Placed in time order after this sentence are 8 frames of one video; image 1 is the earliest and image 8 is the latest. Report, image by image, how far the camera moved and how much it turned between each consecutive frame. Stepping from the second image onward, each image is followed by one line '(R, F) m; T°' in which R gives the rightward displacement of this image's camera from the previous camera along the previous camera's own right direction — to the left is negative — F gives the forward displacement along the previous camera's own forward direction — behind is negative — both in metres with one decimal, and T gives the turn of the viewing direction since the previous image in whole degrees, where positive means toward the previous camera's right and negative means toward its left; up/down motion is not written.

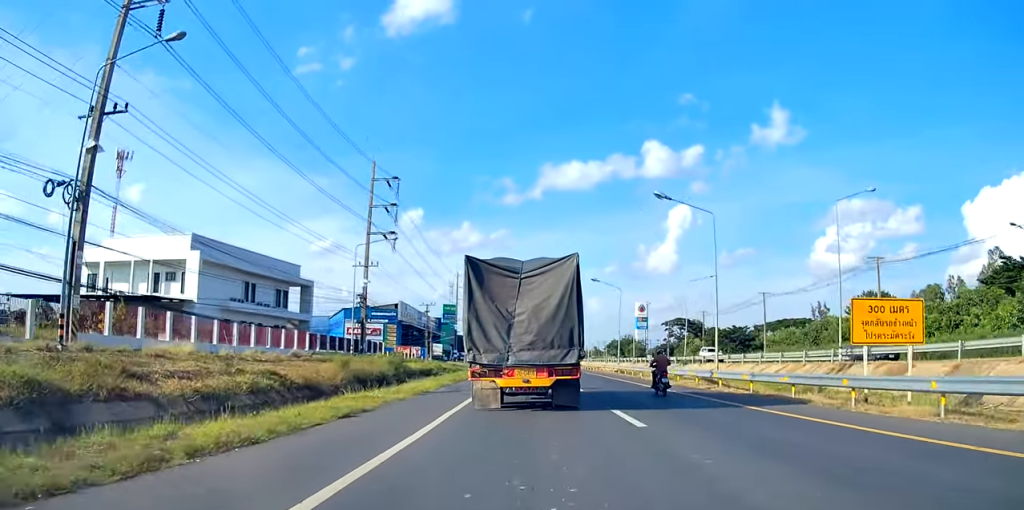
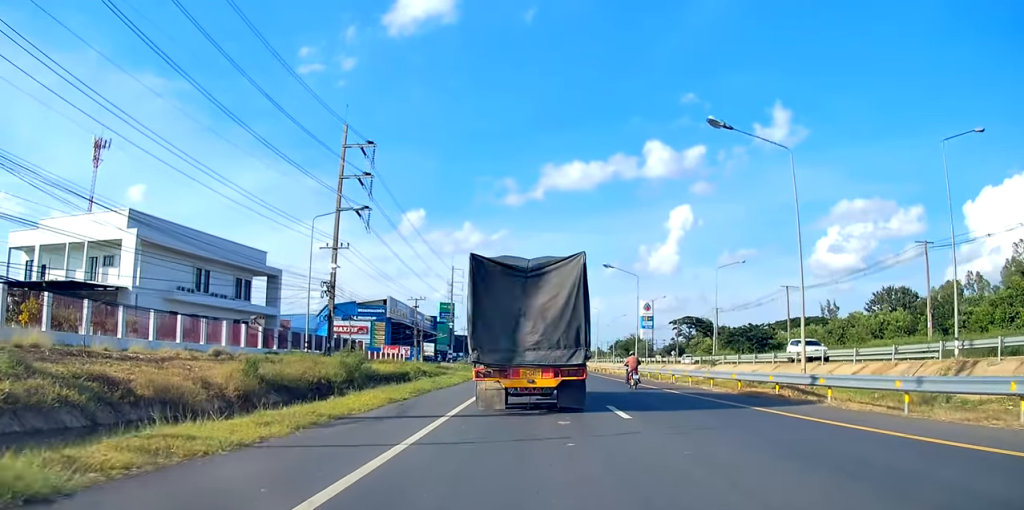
(0.0, +11.0) m; 0°
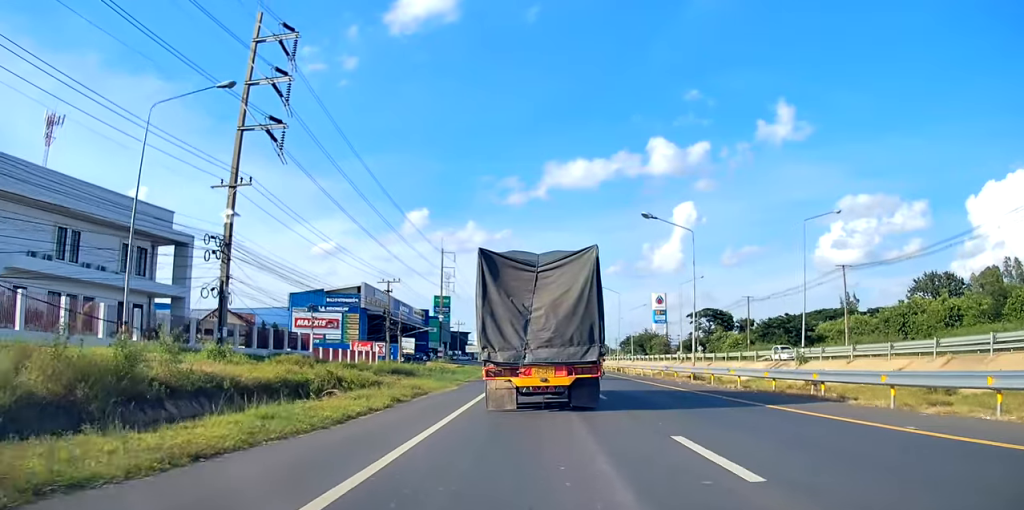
(0.0, +20.0) m; +1°
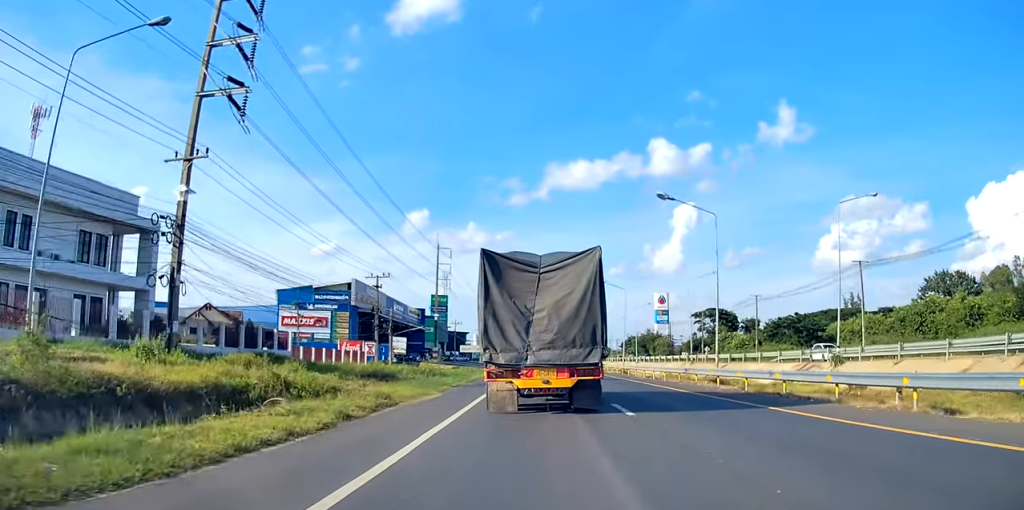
(-0.1, +5.2) m; +1°
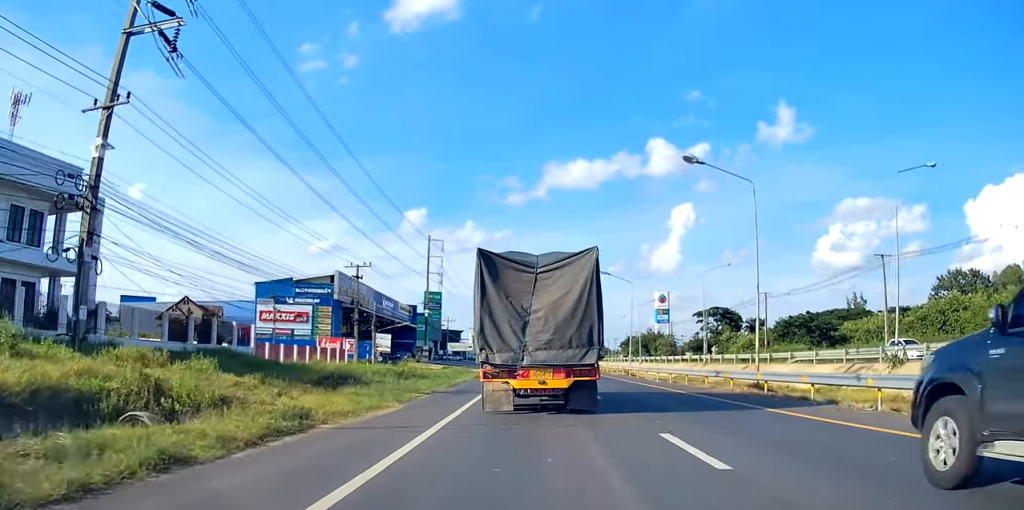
(0.0, +6.9) m; +1°
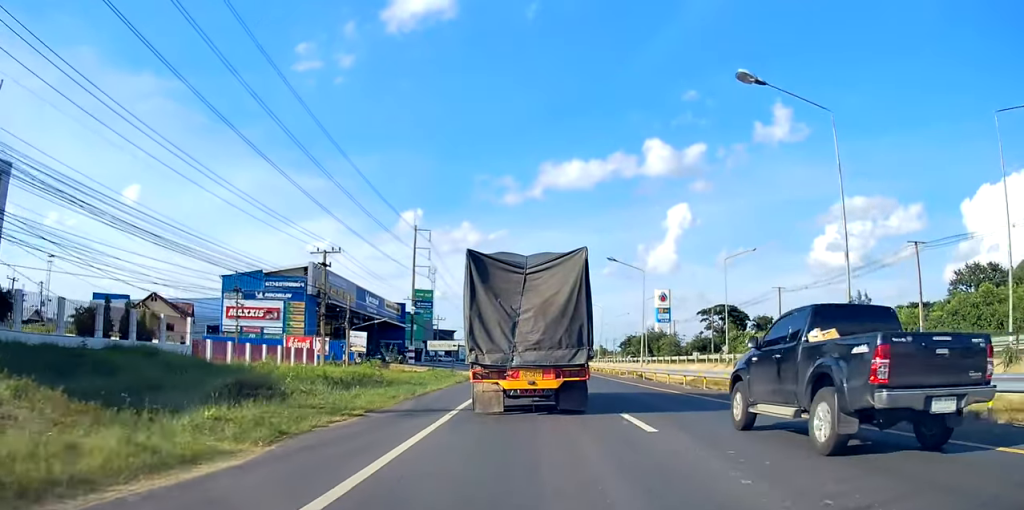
(+0.5, +9.1) m; +1°
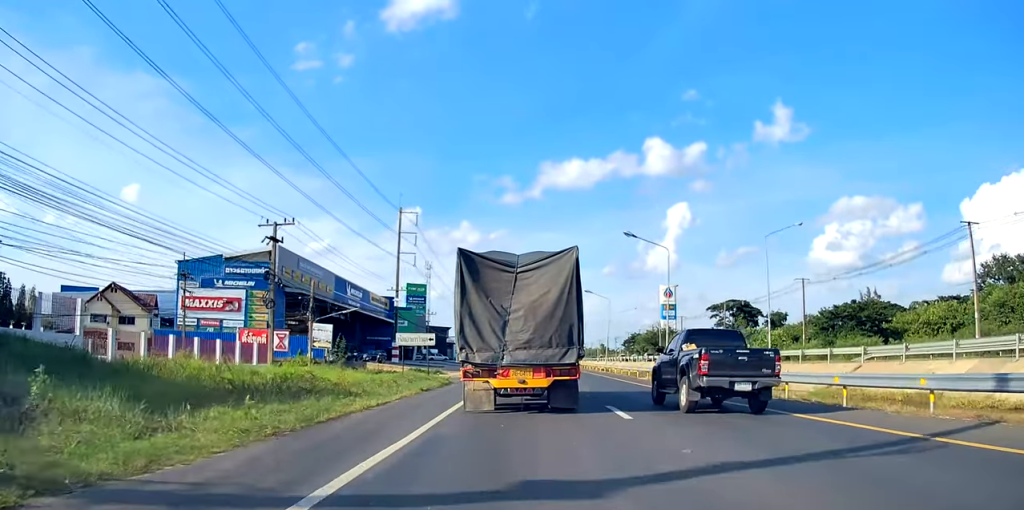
(-0.3, +10.0) m; -2°
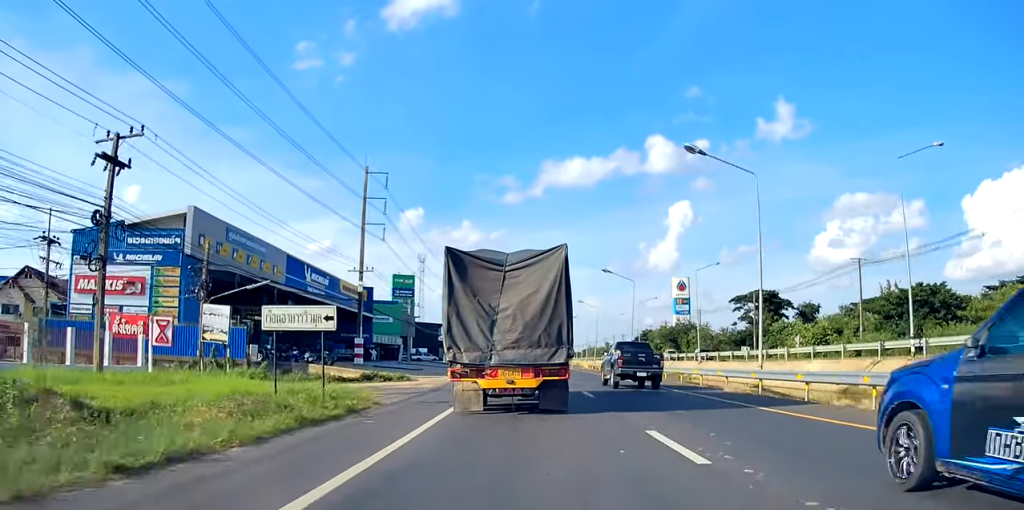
(-0.3, +17.7) m; -2°
